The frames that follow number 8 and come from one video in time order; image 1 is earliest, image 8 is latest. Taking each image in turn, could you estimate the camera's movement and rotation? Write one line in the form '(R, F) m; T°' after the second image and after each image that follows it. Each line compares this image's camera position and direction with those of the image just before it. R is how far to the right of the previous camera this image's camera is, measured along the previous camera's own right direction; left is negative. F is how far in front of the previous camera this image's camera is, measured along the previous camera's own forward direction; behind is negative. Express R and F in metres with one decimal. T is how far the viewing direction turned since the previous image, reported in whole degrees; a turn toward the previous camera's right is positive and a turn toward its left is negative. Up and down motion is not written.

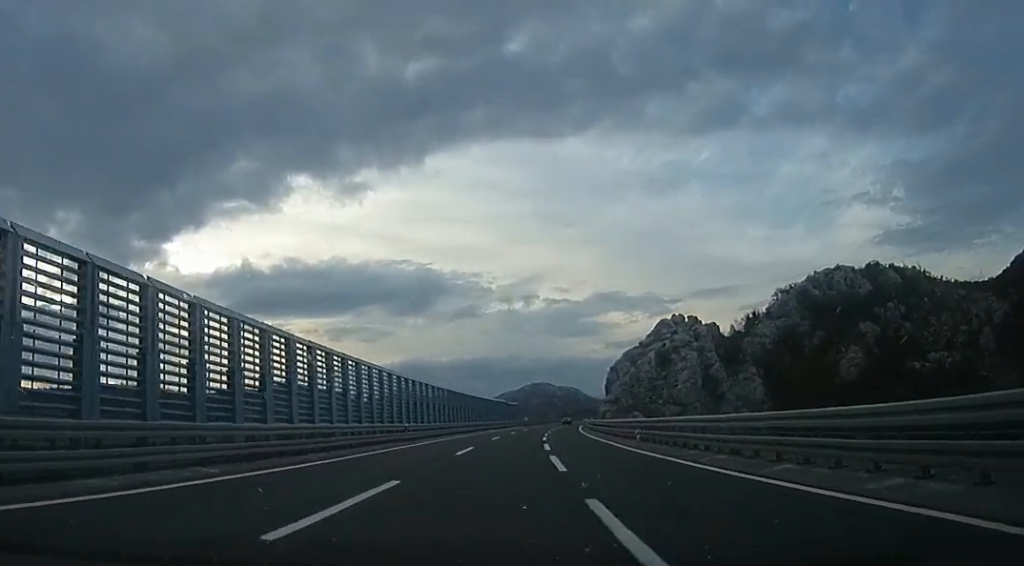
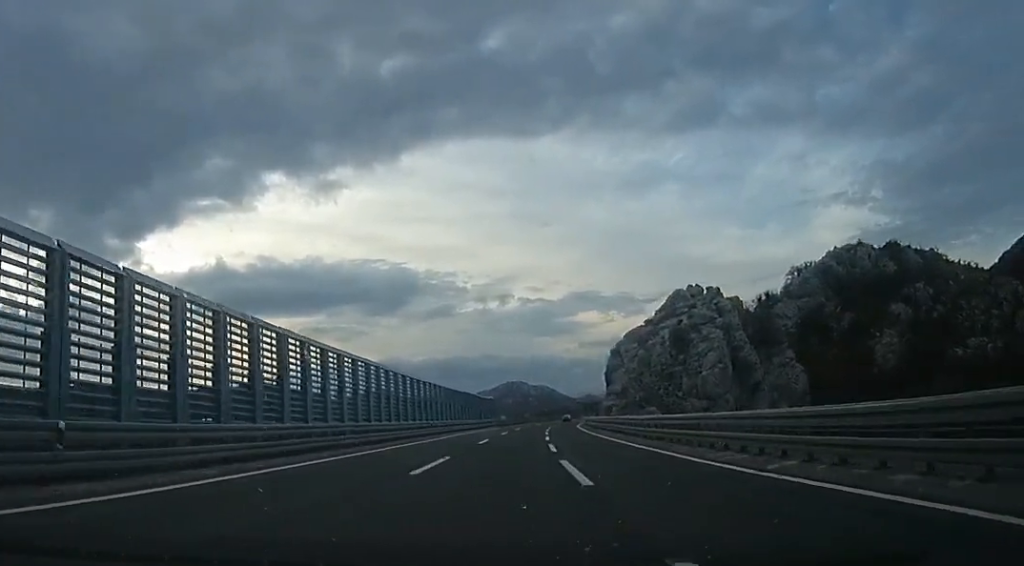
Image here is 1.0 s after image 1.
(+0.3, +27.9) m; +5°
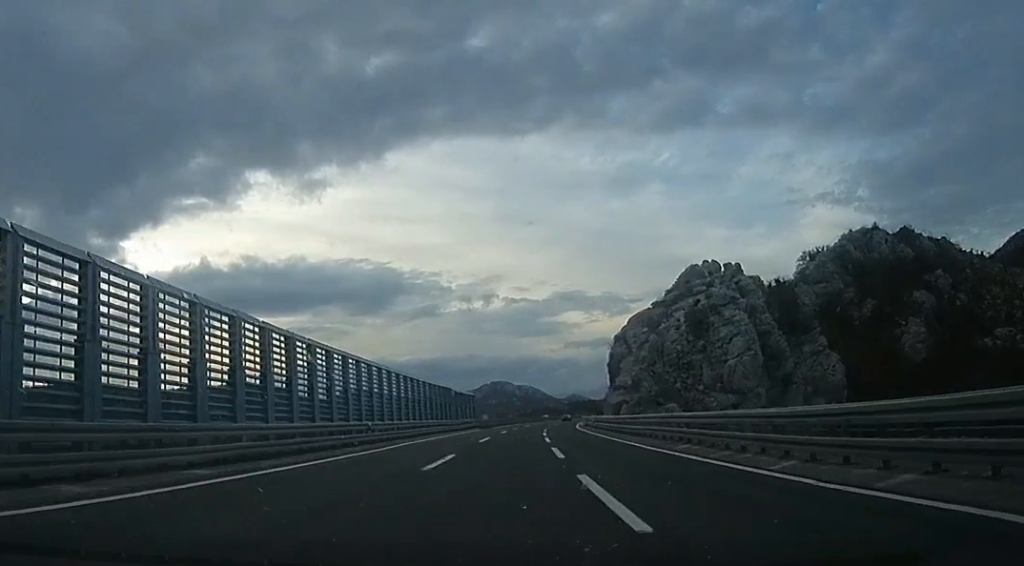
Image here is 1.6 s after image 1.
(+1.1, +16.1) m; +3°
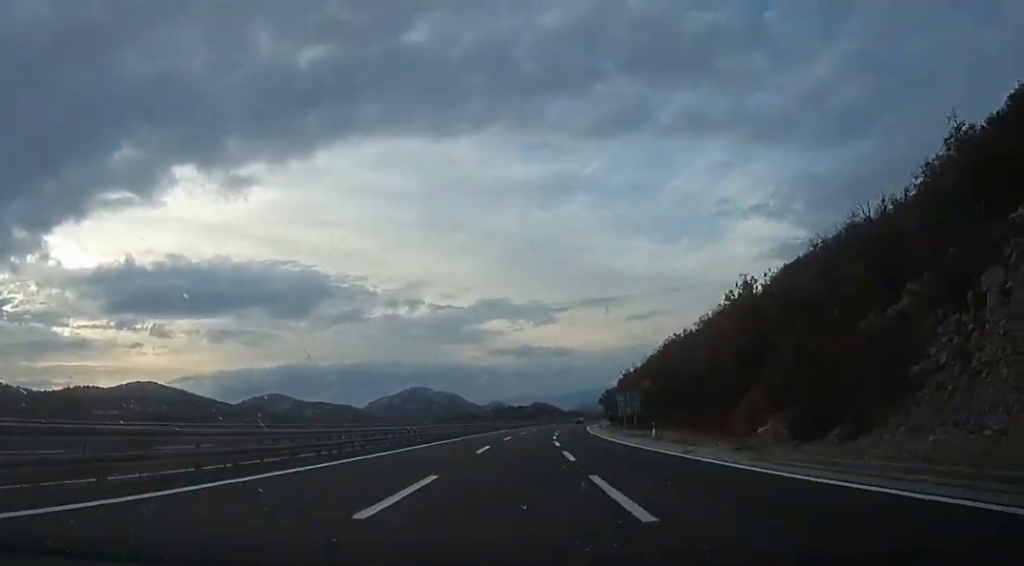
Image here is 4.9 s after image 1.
(+3.0, +94.9) m; +5°
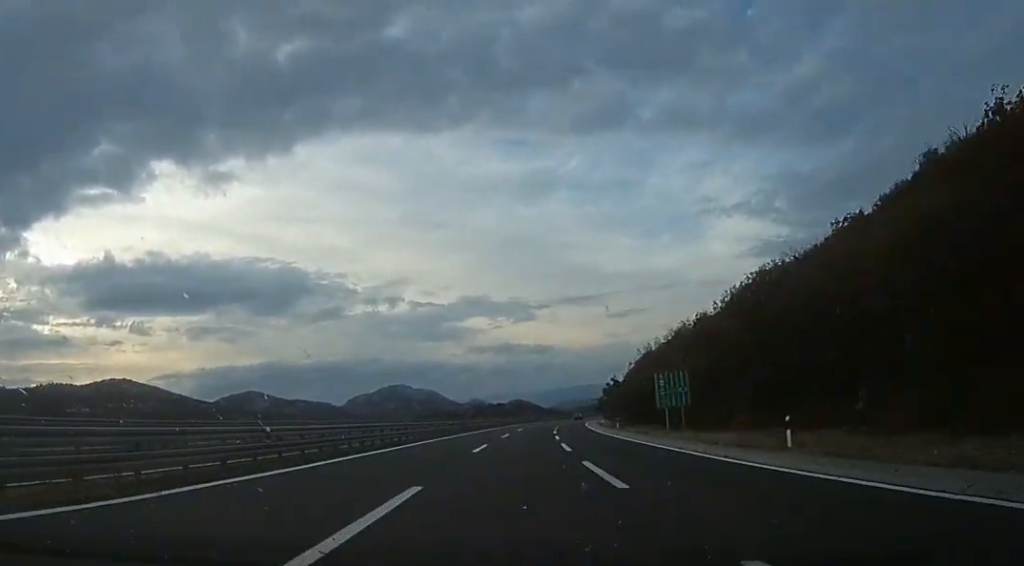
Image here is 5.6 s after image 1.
(+0.8, +20.4) m; +4°
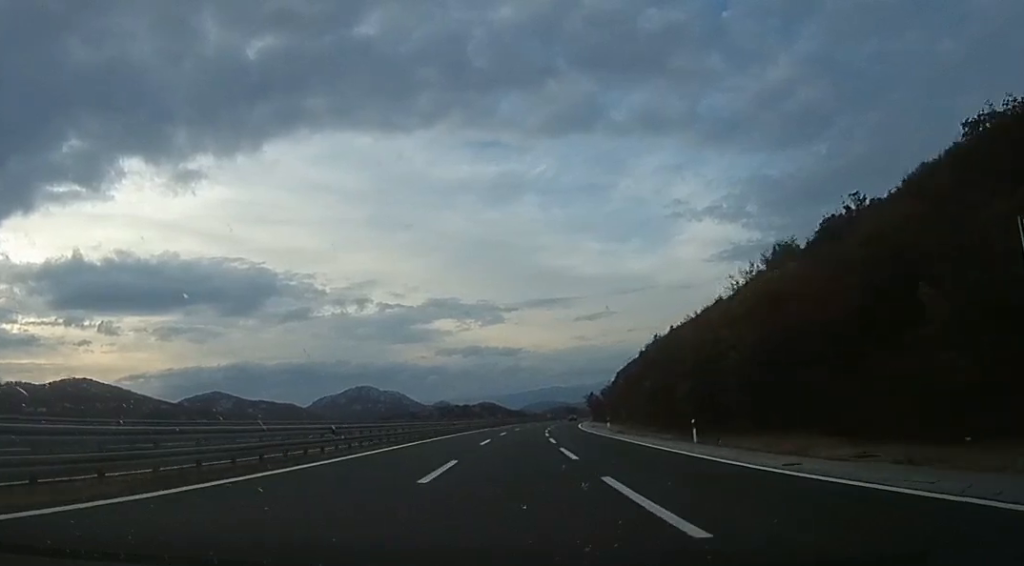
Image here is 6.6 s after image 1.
(+1.6, +28.5) m; +2°
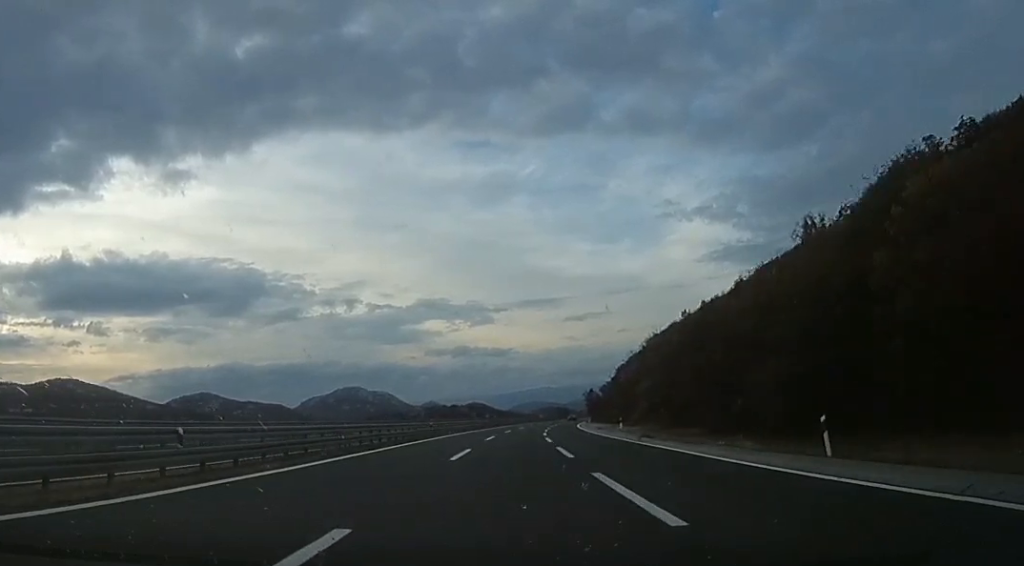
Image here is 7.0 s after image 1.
(+0.2, +11.5) m; 0°
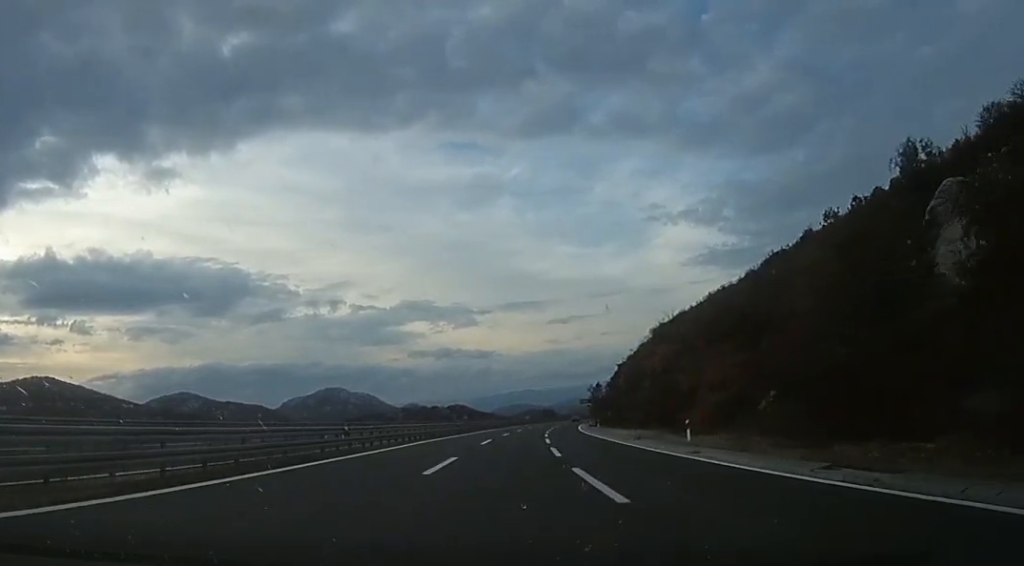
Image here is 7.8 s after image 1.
(-1.0, +21.5) m; 0°
